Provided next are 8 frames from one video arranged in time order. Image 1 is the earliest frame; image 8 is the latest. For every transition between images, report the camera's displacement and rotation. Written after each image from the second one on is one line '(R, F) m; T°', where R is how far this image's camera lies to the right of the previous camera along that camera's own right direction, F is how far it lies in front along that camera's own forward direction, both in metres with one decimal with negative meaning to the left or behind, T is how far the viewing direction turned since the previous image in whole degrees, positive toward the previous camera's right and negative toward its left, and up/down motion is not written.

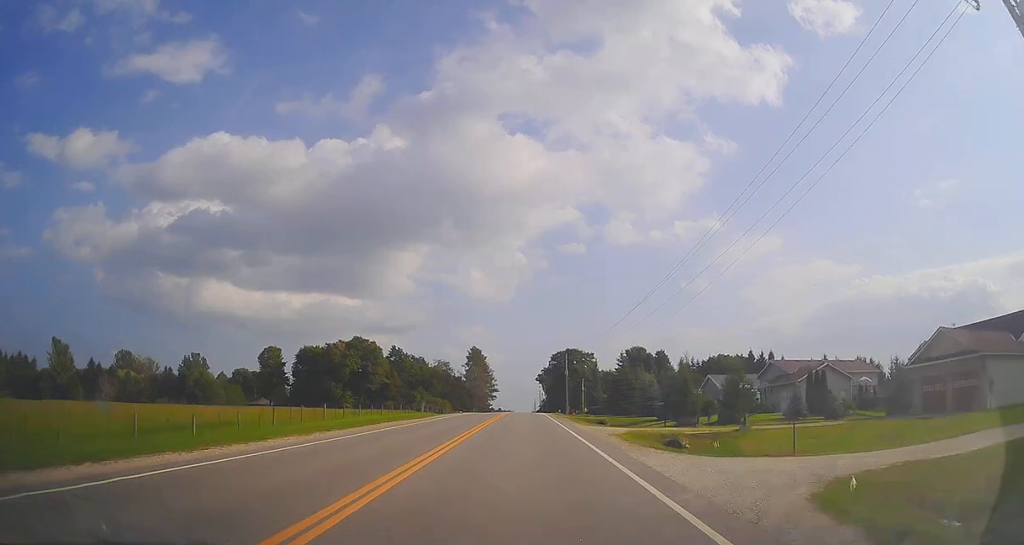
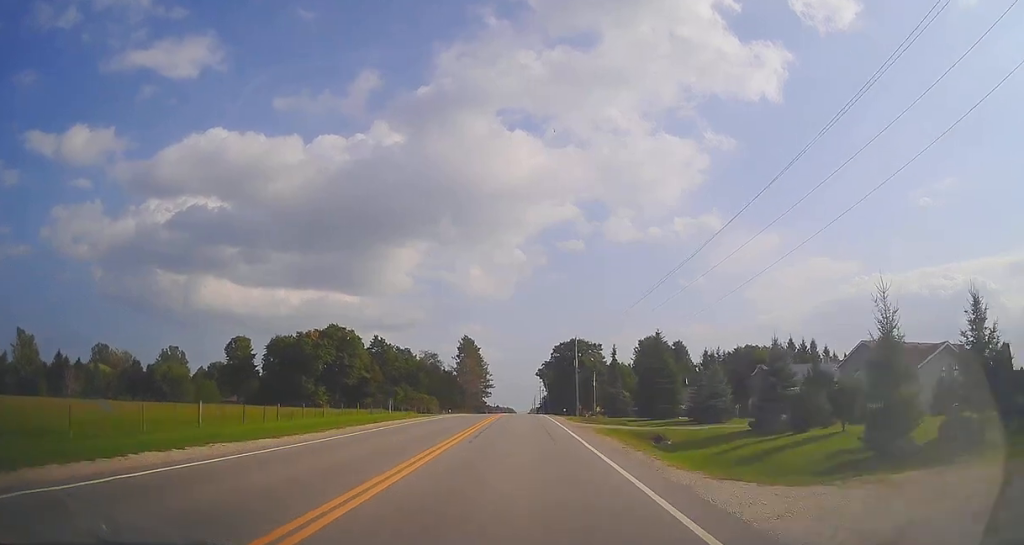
(+0.6, +20.1) m; +1°
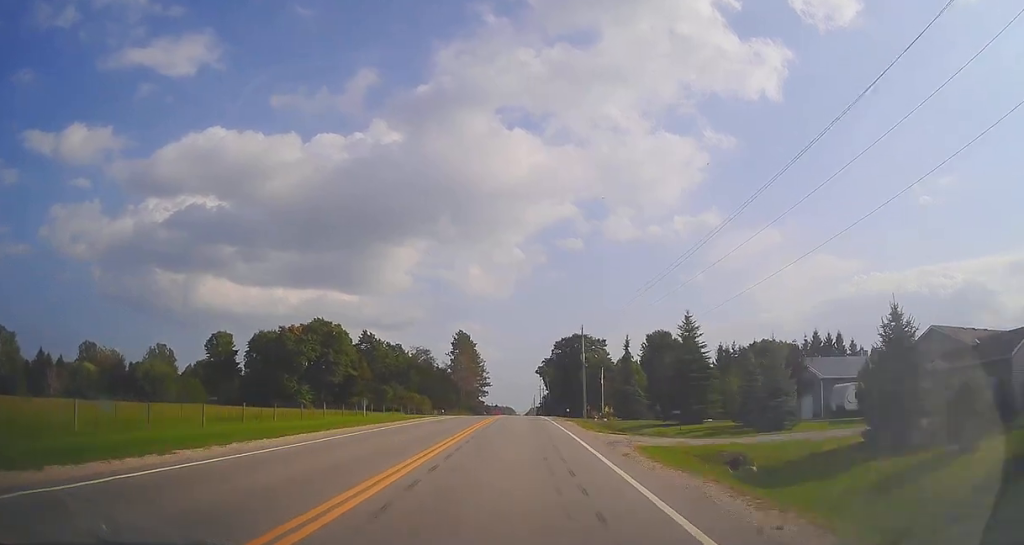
(-0.2, +9.7) m; -1°
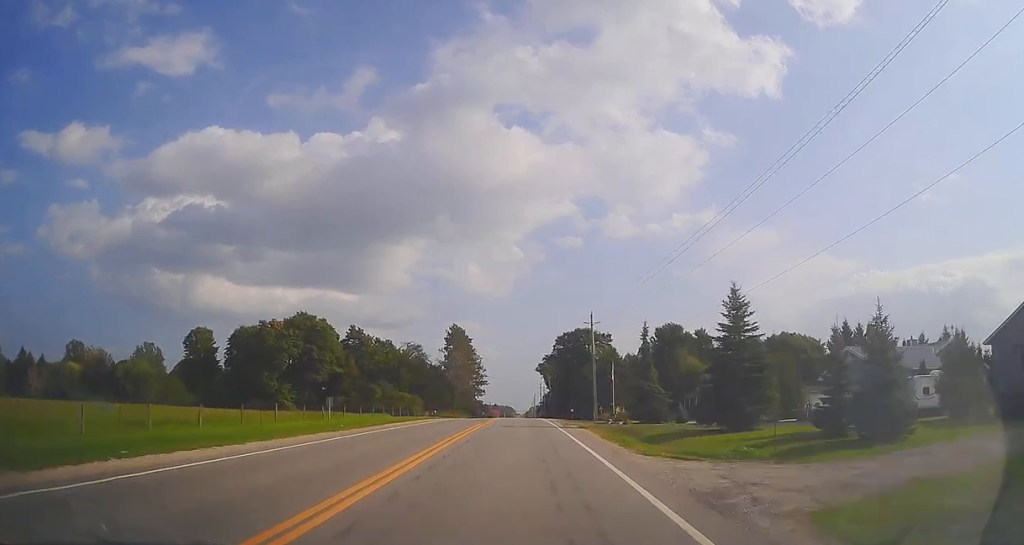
(-0.1, +9.7) m; 0°
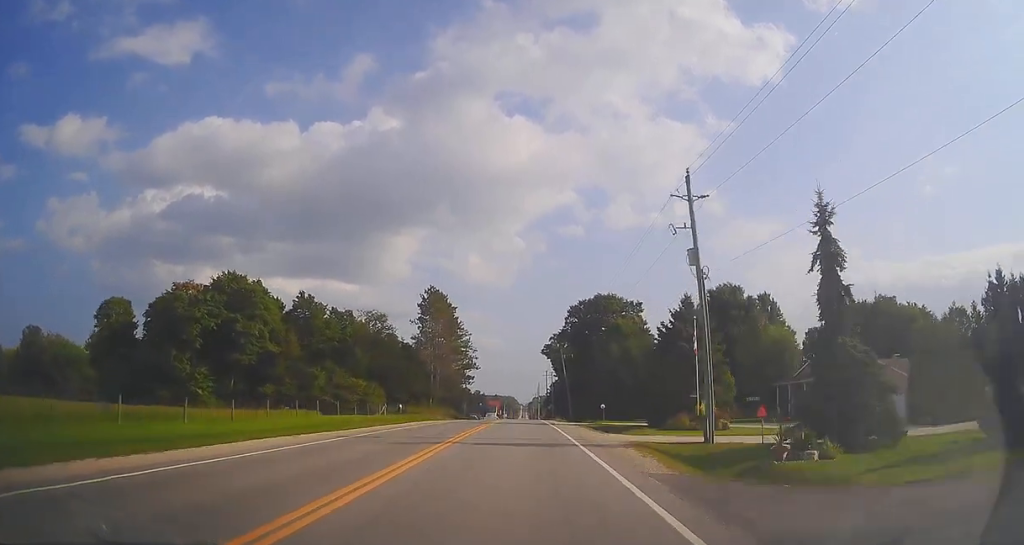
(0.0, +33.6) m; -1°
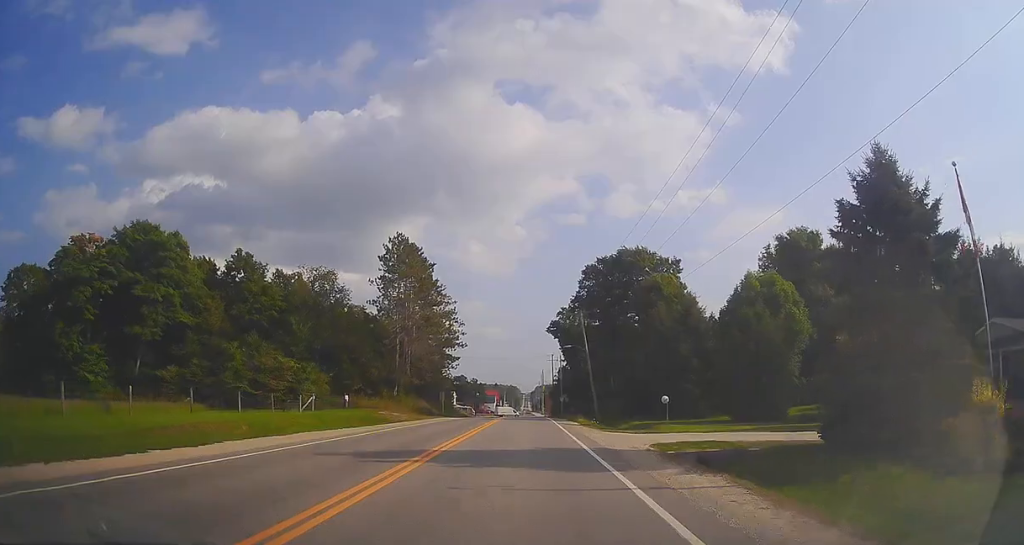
(-0.3, +24.8) m; -1°
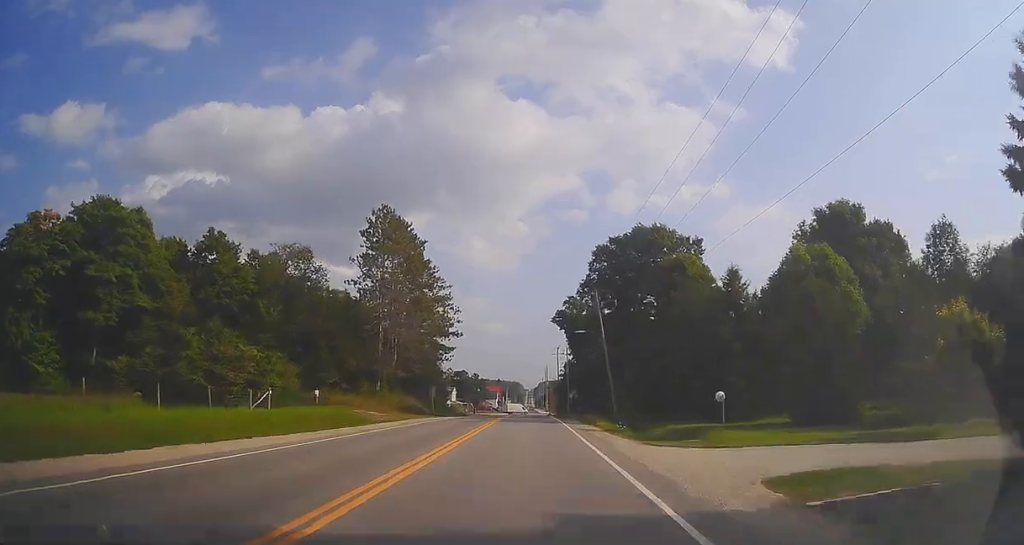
(0.0, +9.4) m; 0°
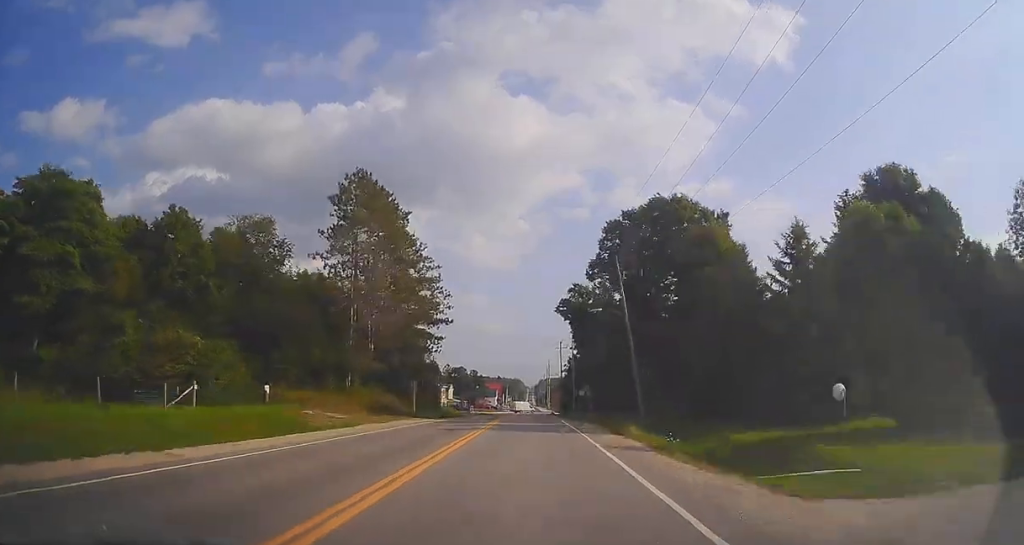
(0.0, +9.4) m; 0°
